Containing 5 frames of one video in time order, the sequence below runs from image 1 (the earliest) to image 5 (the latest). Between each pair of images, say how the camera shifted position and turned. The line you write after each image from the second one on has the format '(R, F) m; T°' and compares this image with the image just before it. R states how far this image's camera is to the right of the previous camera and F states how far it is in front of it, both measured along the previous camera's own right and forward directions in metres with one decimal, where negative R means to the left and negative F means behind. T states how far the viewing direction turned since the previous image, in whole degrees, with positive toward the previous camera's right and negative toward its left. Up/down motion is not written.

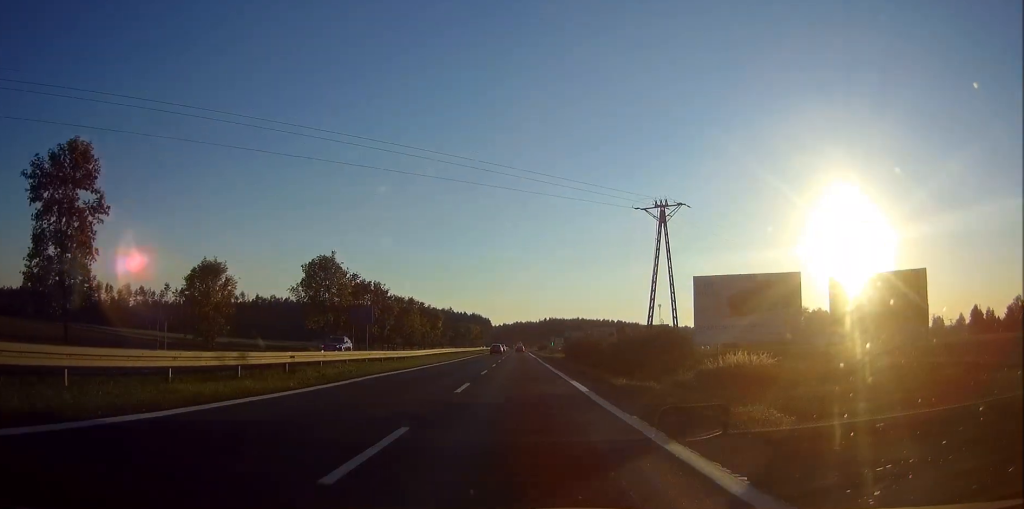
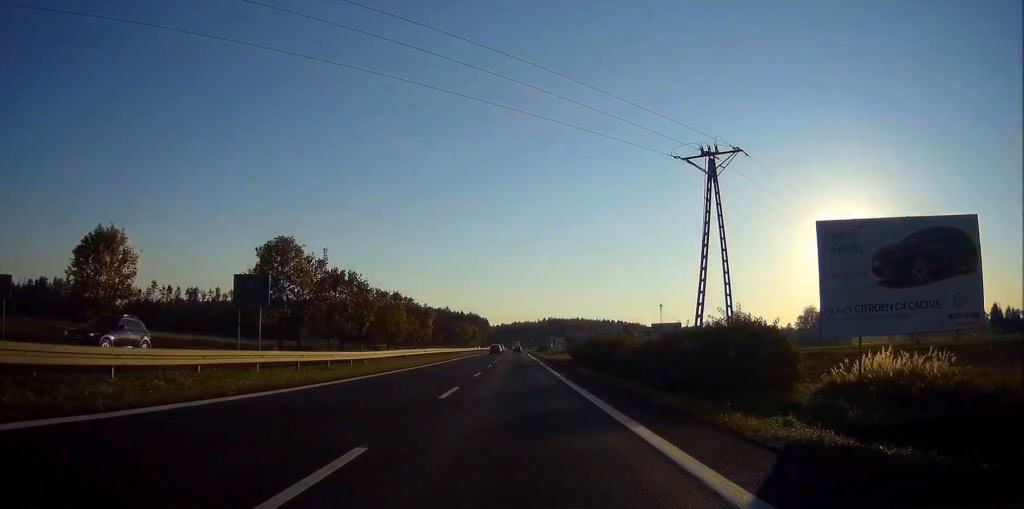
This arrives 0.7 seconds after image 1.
(+0.1, +14.6) m; 0°
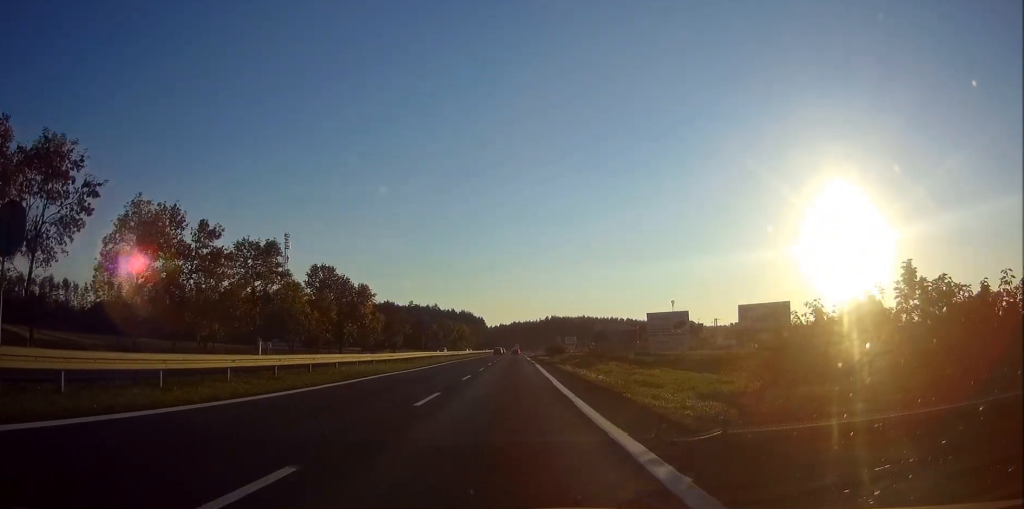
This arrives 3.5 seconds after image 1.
(-0.3, +62.6) m; -1°
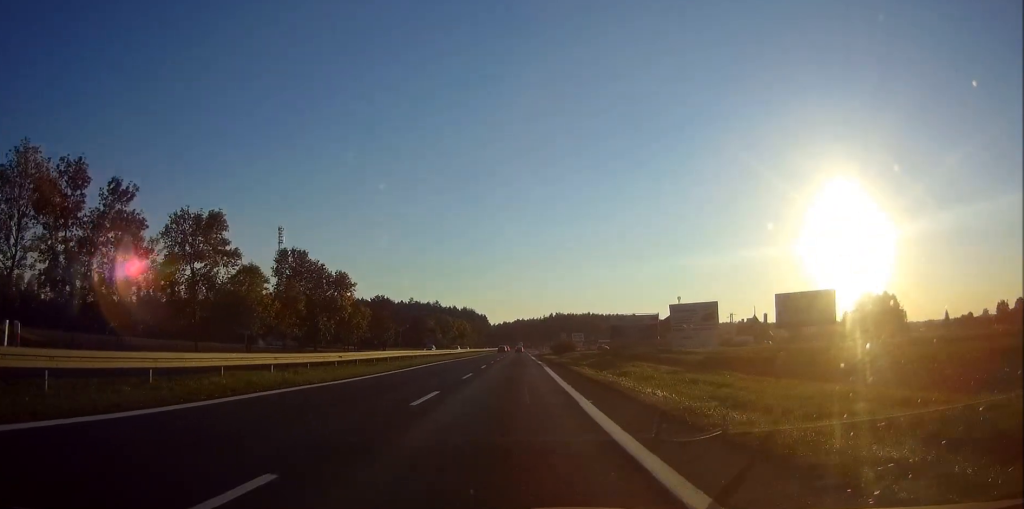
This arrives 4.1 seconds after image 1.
(0.0, +12.5) m; 0°
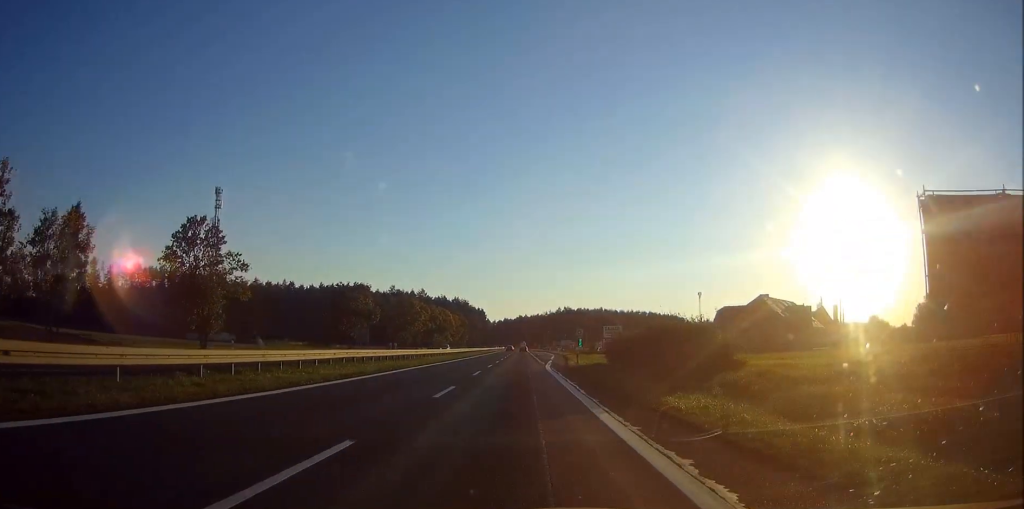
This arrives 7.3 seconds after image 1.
(+0.5, +69.0) m; +1°
